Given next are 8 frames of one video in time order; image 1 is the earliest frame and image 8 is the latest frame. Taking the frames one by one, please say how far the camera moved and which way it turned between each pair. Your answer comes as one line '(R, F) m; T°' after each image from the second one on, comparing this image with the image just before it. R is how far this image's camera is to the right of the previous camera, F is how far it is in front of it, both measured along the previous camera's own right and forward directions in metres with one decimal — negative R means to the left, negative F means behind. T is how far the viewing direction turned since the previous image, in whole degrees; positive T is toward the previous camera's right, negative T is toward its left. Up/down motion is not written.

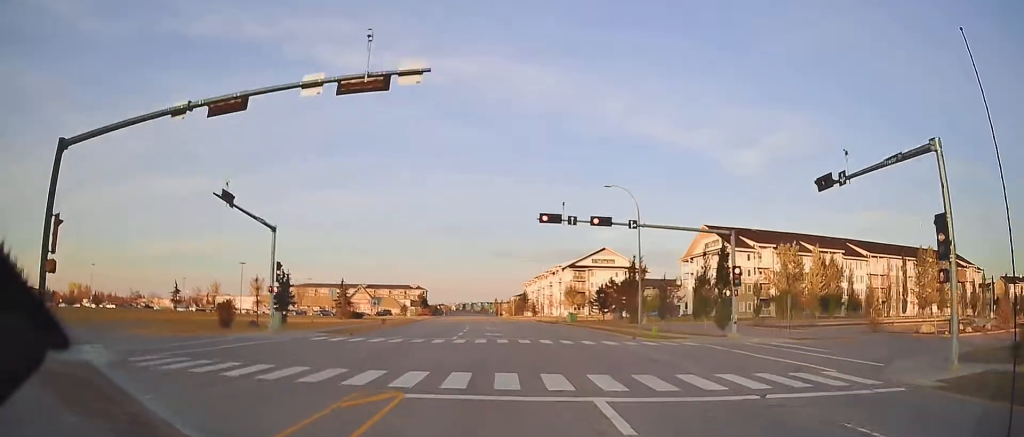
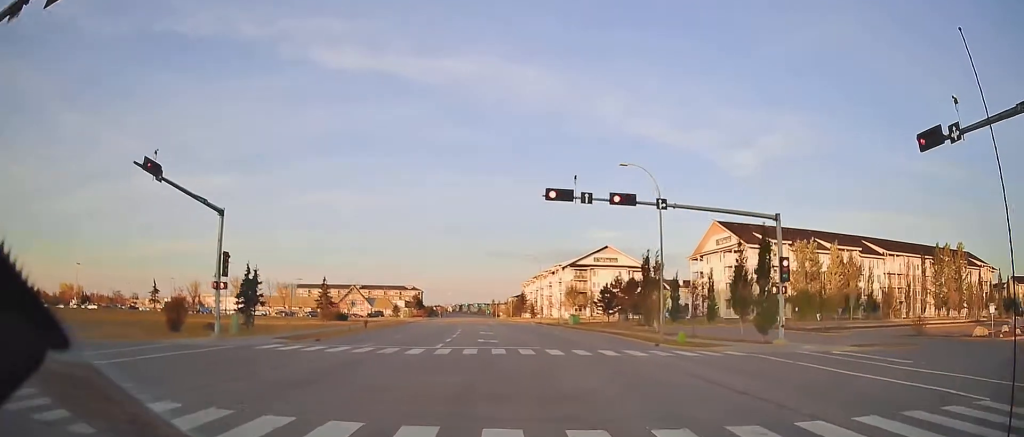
(-1.1, +10.8) m; -16°
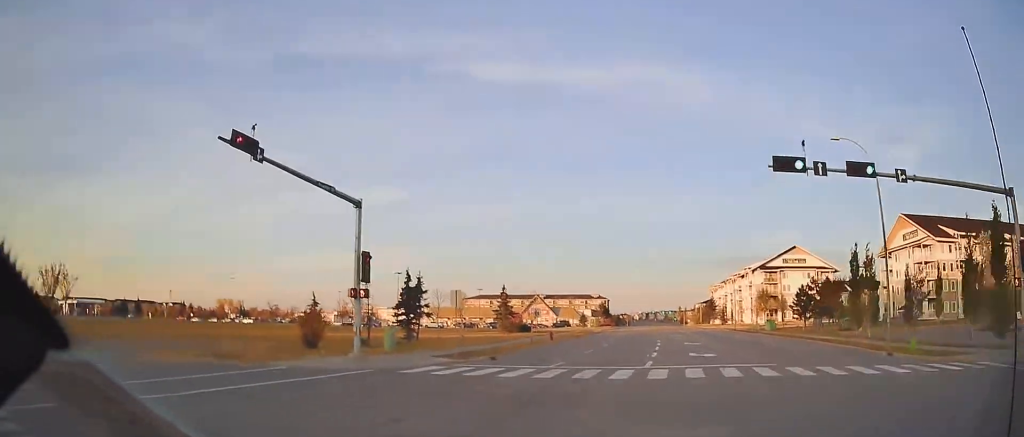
(-16.2, +25.6) m; -48°
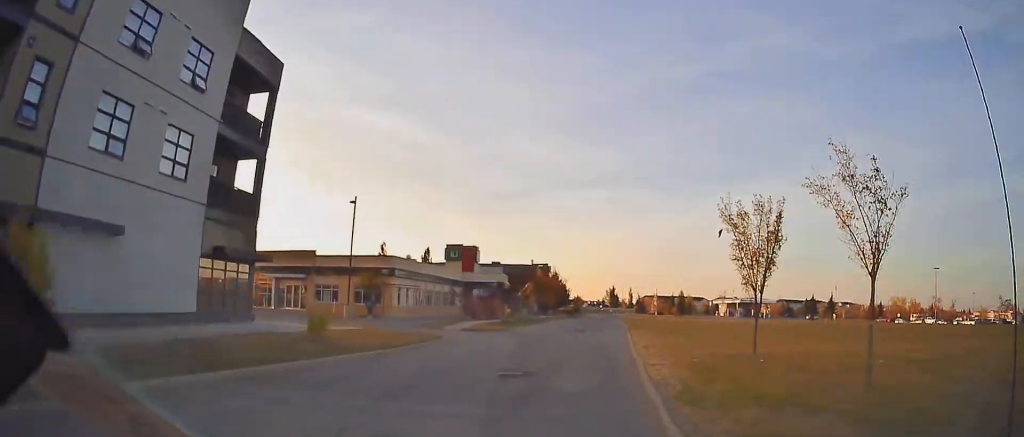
(-2.1, +27.1) m; -3°
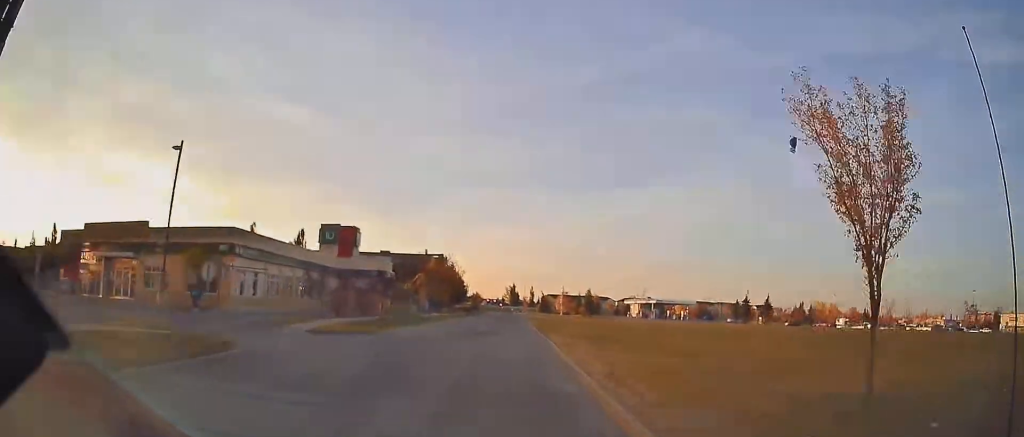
(0.0, +9.3) m; +1°
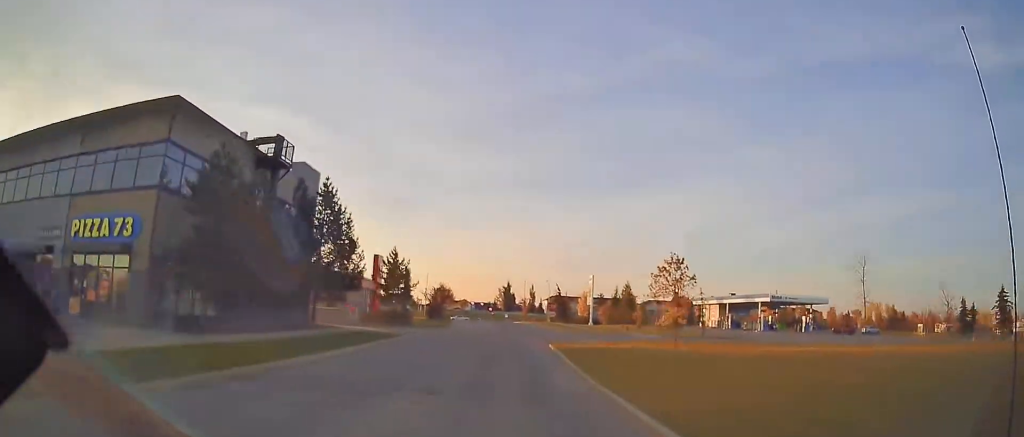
(+1.2, +51.4) m; +1°
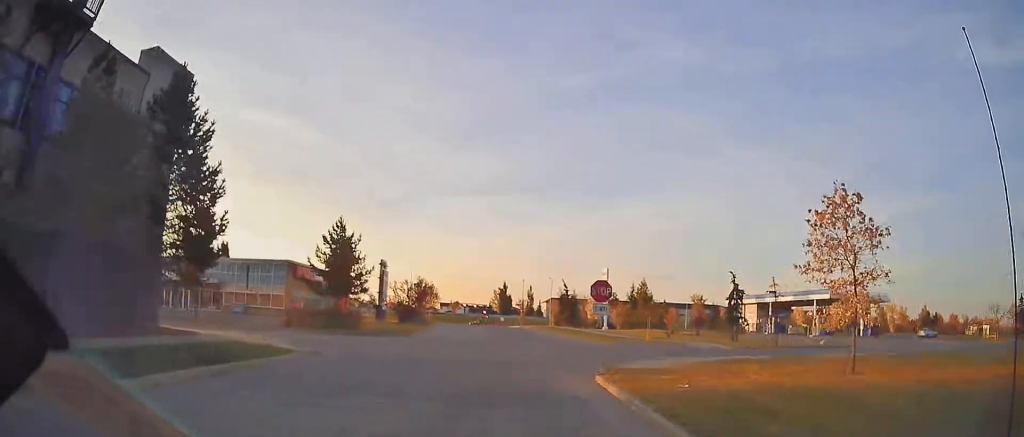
(-0.2, +12.1) m; +1°
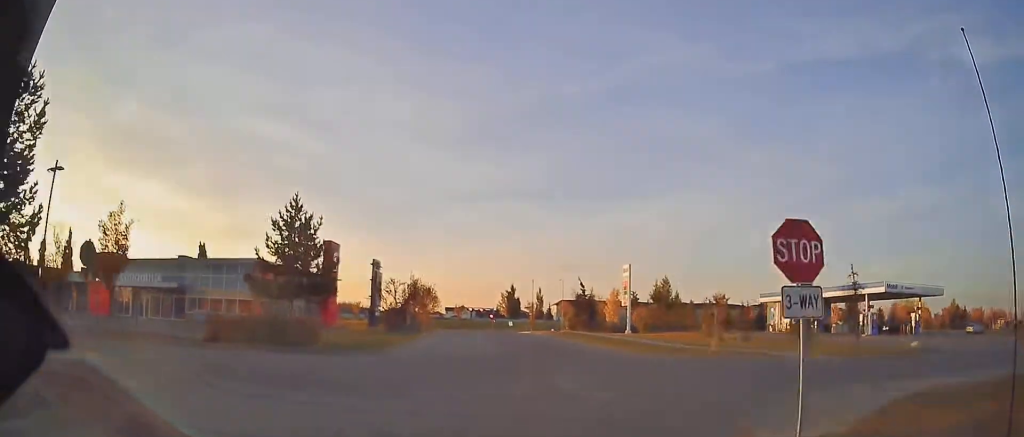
(-0.1, +8.4) m; +3°
